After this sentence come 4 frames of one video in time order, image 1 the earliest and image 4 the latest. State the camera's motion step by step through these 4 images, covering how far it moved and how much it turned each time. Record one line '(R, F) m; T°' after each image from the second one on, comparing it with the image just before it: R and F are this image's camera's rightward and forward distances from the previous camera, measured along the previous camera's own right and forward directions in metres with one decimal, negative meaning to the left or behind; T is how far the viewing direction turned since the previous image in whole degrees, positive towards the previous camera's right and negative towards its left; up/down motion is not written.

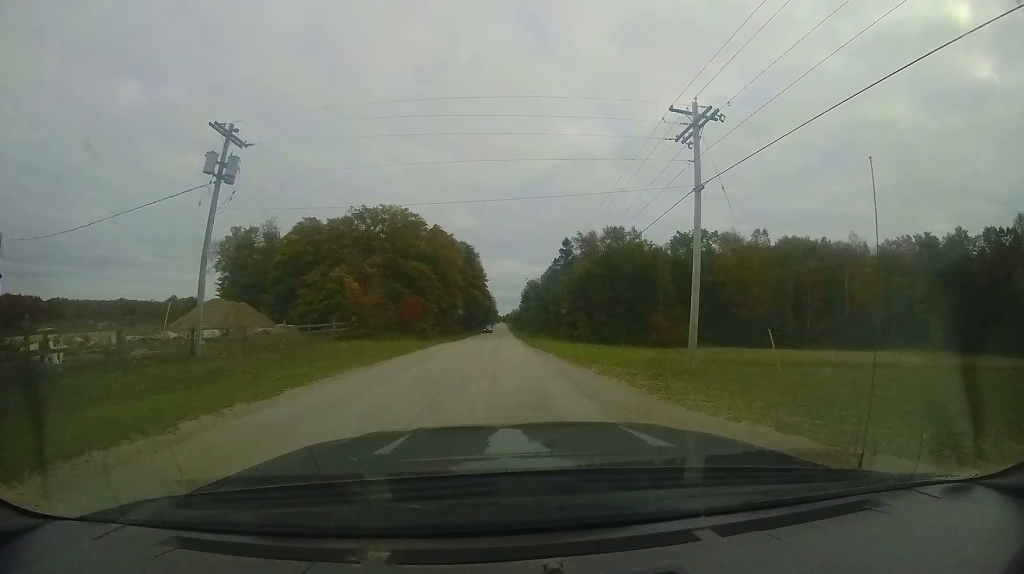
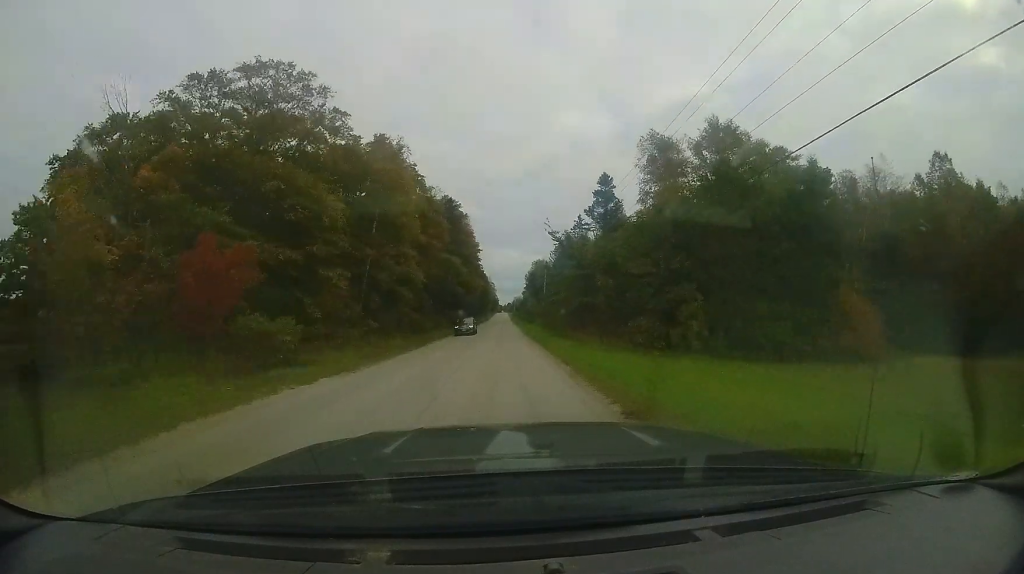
(-0.7, +25.1) m; -2°
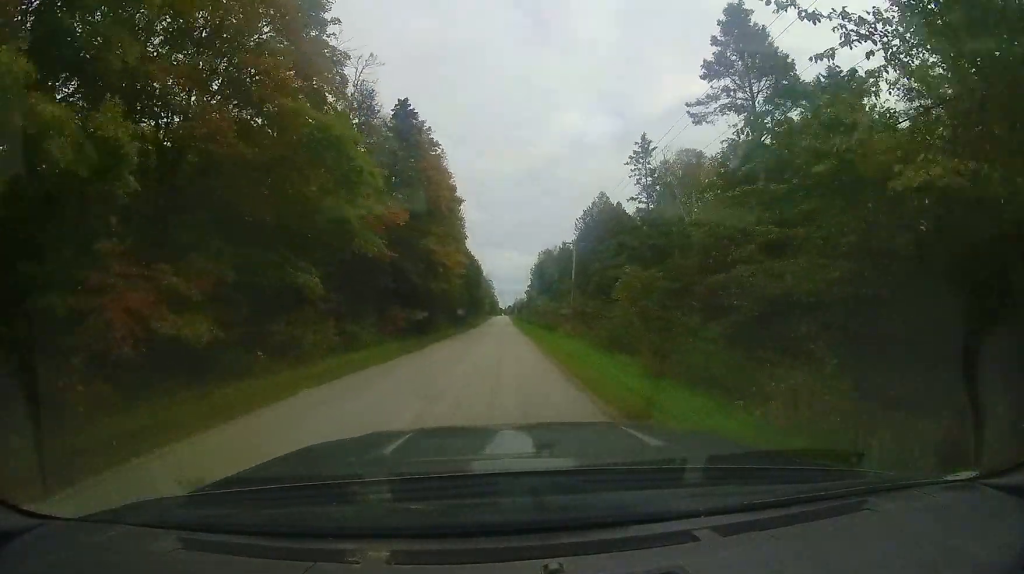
(+0.5, +25.4) m; +1°
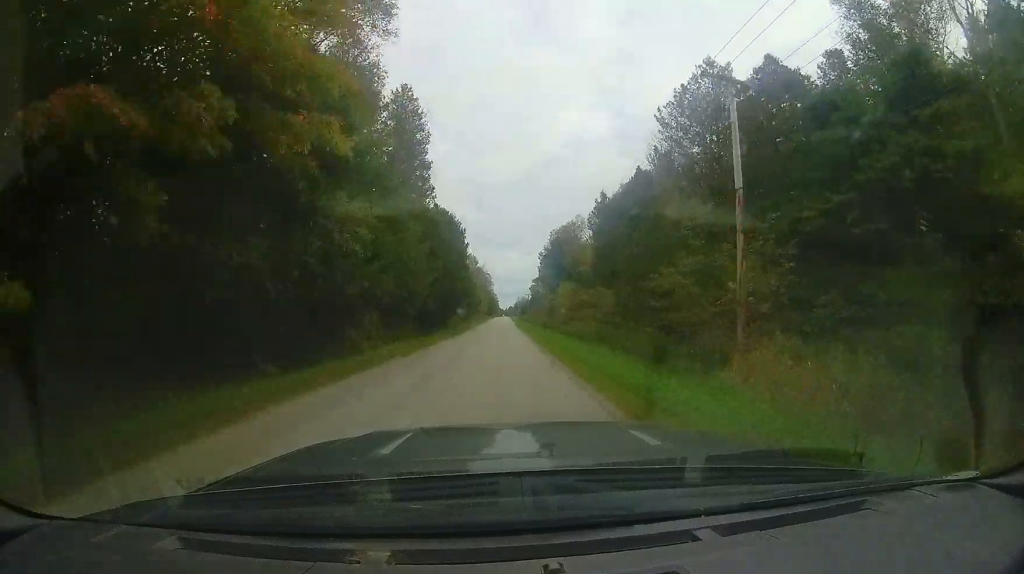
(0.0, +25.3) m; +1°
